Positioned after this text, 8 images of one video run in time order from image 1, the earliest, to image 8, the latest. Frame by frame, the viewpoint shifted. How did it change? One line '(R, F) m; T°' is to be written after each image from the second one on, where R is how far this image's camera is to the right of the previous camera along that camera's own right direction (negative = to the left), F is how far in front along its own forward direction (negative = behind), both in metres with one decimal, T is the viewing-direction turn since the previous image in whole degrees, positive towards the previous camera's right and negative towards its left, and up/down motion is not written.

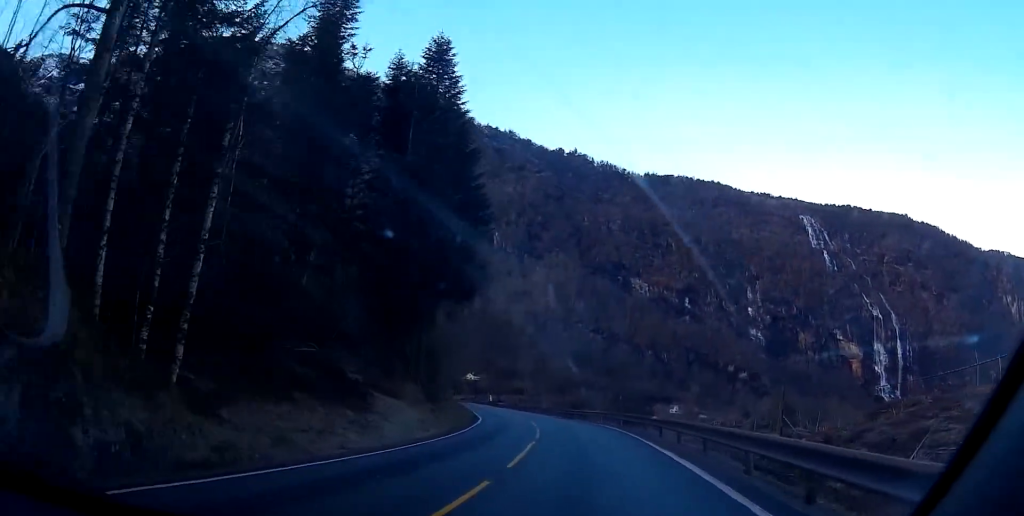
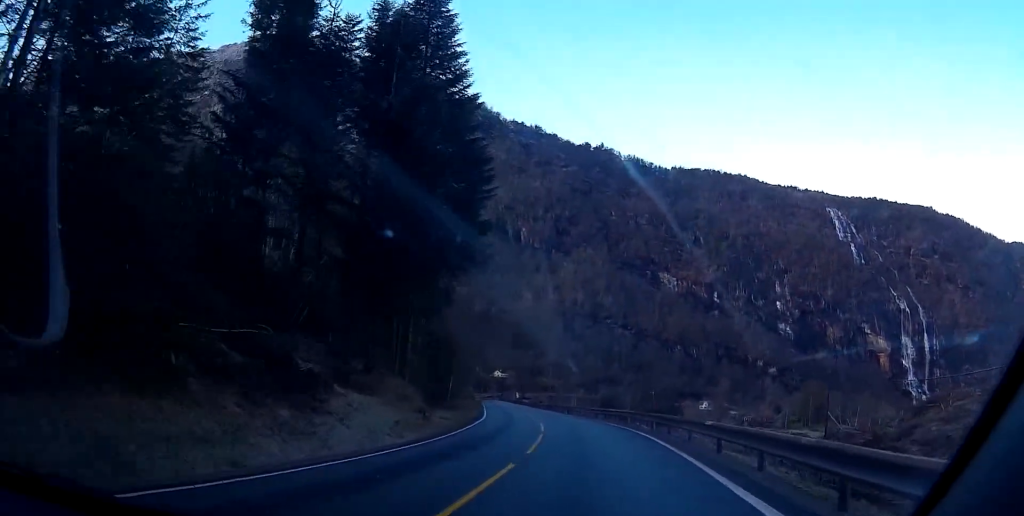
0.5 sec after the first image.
(0.0, +8.9) m; -2°
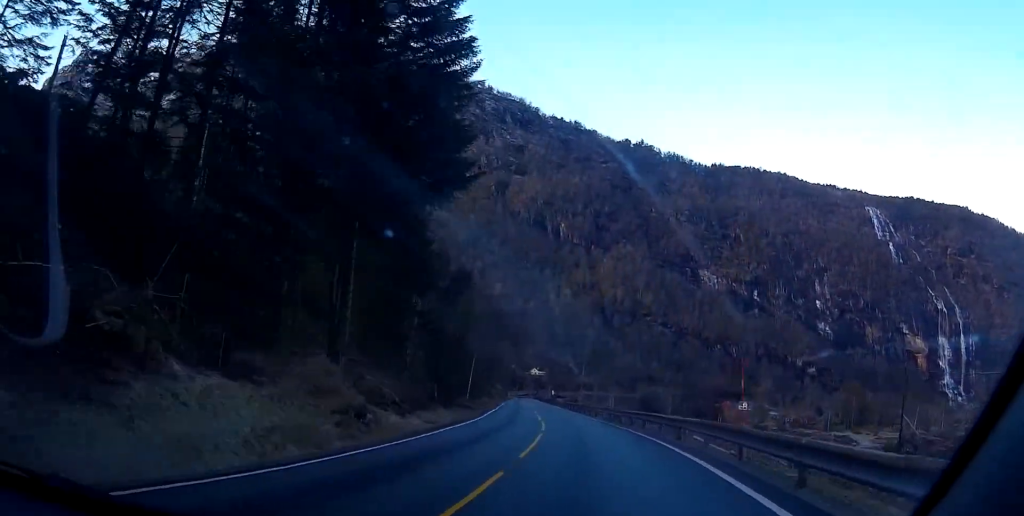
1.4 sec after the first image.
(-0.5, +14.5) m; -4°
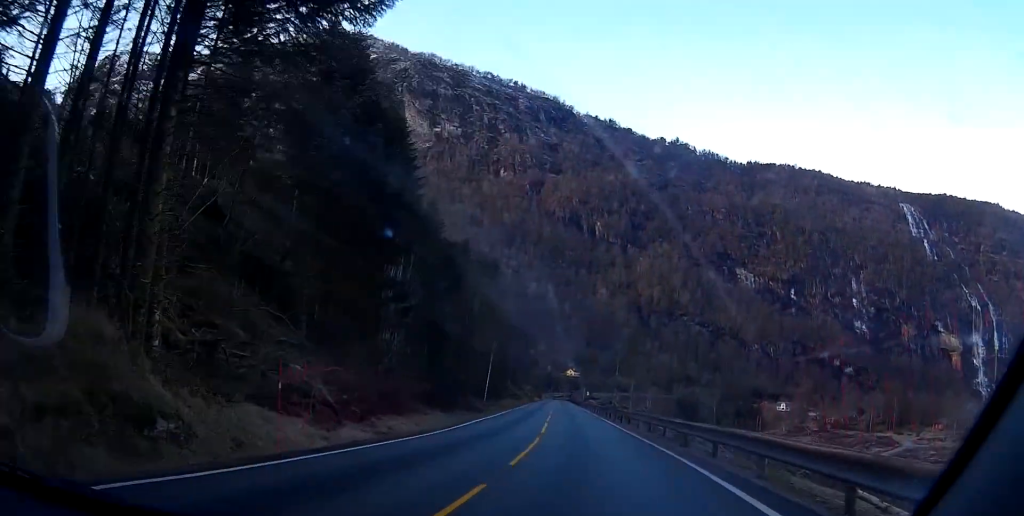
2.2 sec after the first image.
(-0.5, +14.5) m; -2°
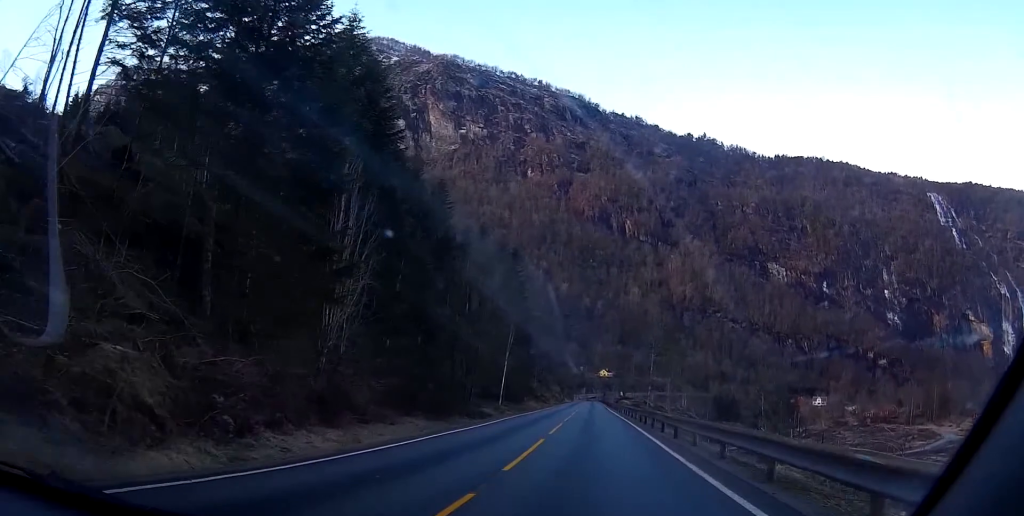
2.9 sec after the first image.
(-0.1, +13.6) m; -2°
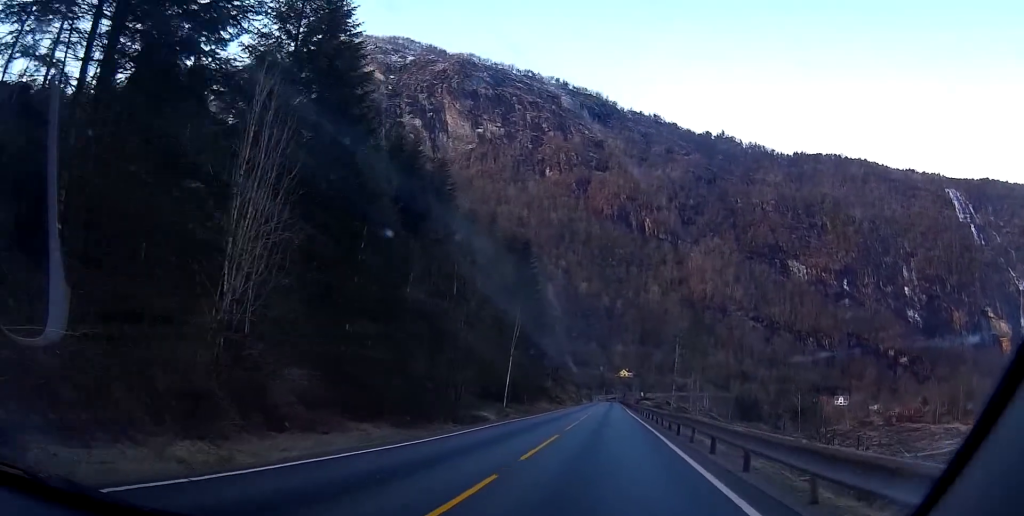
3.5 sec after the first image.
(+0.1, +10.5) m; -1°
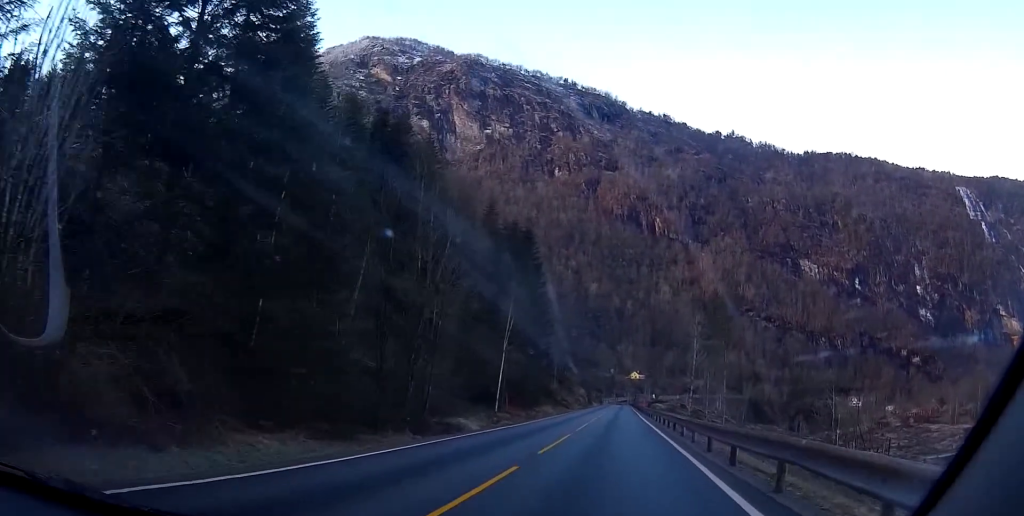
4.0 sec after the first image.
(-0.4, +10.7) m; -1°
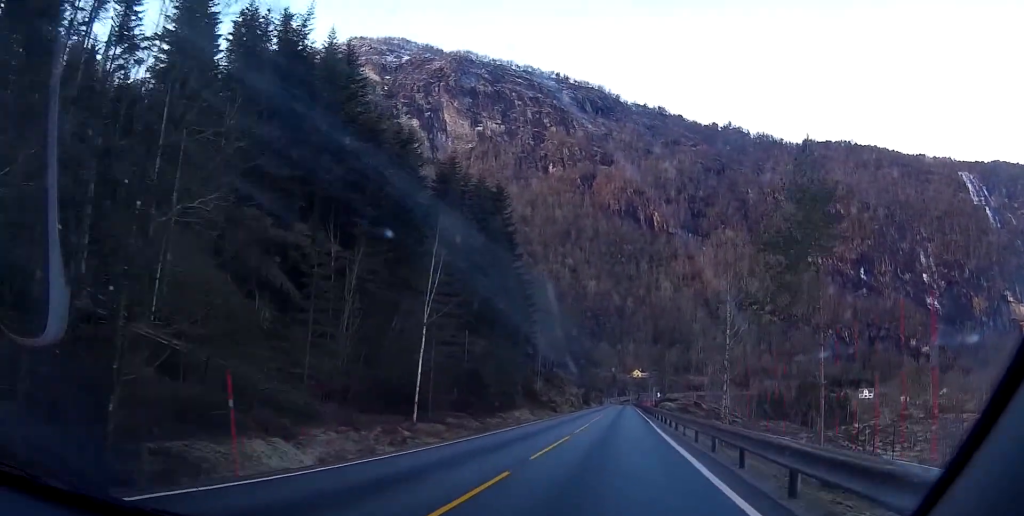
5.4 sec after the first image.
(-0.4, +25.5) m; -1°
